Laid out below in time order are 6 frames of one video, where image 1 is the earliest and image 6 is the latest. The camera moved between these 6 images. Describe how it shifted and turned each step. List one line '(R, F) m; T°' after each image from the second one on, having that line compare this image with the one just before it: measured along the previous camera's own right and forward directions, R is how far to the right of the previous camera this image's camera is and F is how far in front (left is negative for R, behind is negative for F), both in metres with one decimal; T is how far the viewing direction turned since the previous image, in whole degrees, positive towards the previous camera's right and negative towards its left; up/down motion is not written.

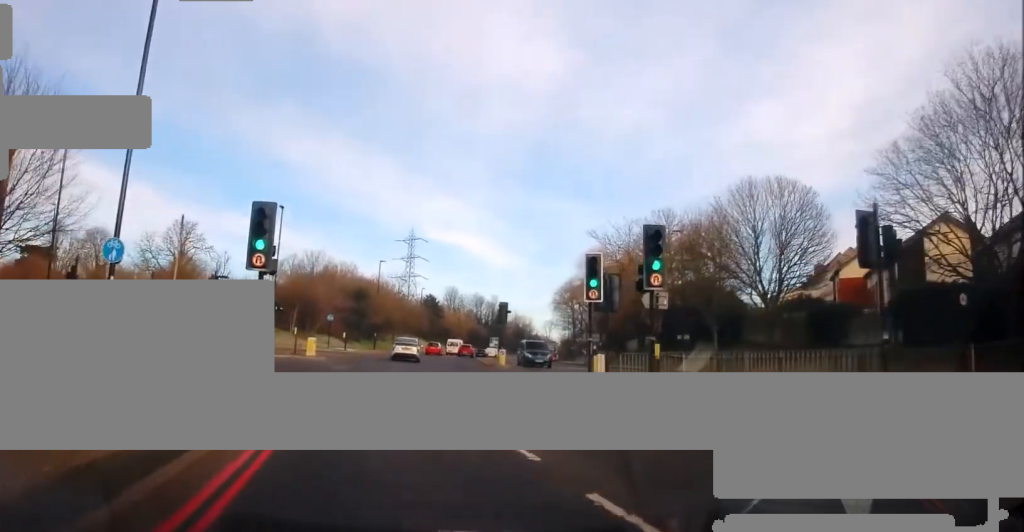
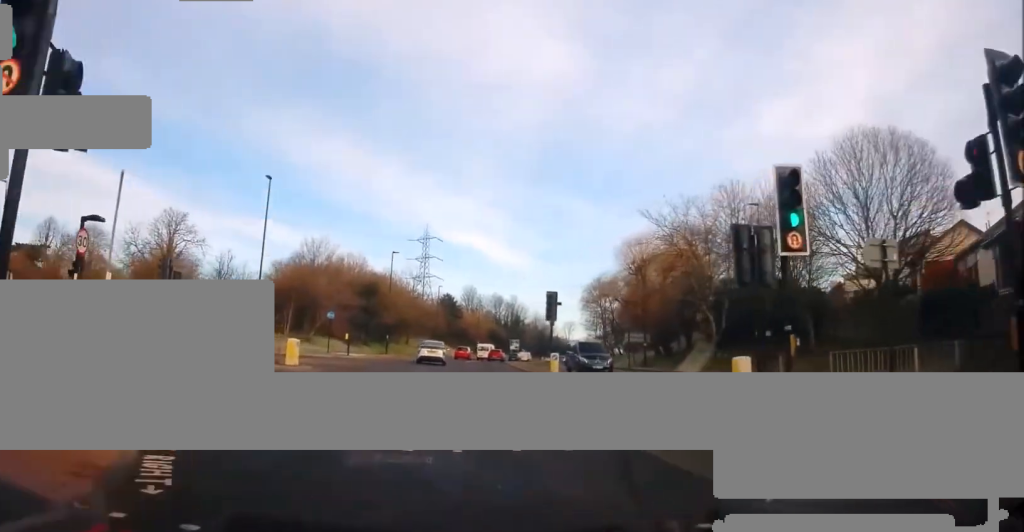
(+0.1, +10.6) m; 0°
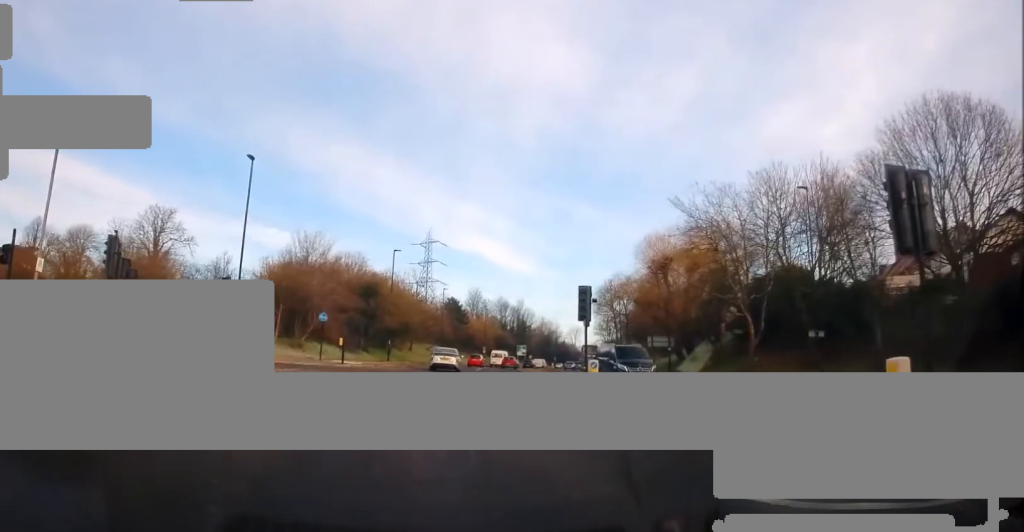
(0.0, +6.0) m; 0°
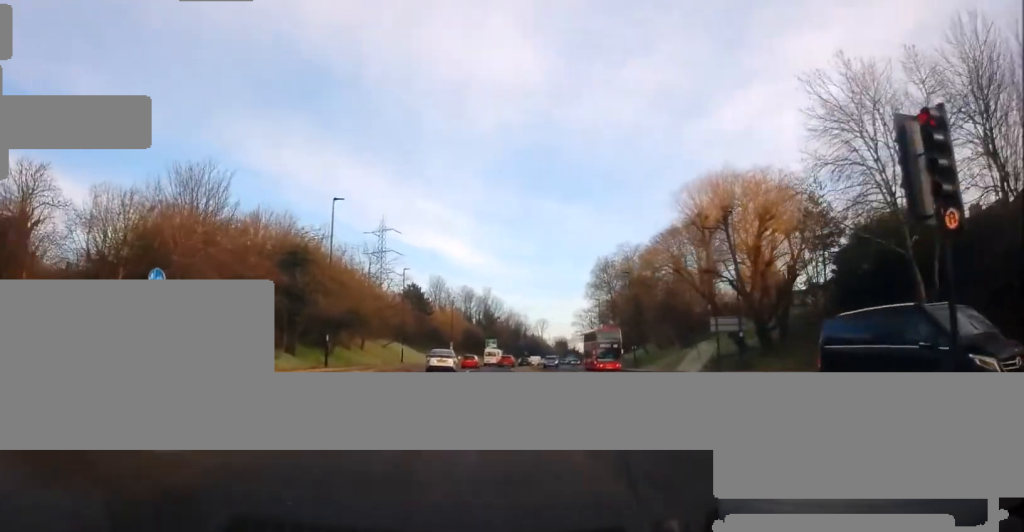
(+0.6, +21.2) m; +5°
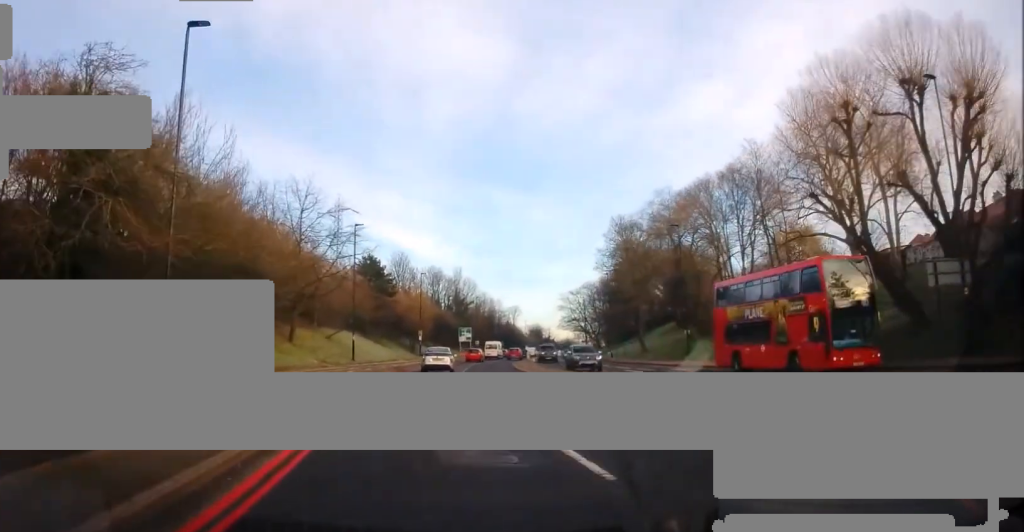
(+0.5, +23.5) m; +2°
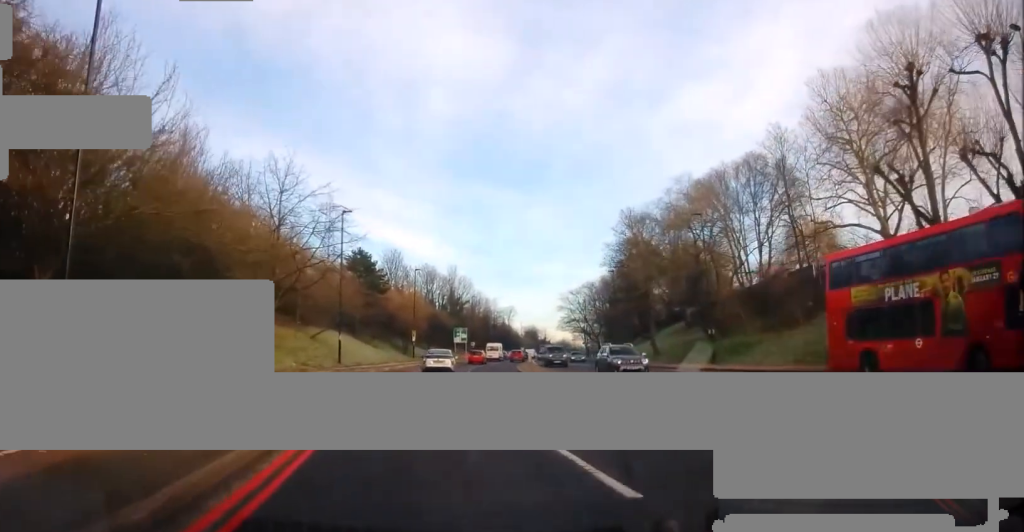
(0.0, +5.6) m; 0°
